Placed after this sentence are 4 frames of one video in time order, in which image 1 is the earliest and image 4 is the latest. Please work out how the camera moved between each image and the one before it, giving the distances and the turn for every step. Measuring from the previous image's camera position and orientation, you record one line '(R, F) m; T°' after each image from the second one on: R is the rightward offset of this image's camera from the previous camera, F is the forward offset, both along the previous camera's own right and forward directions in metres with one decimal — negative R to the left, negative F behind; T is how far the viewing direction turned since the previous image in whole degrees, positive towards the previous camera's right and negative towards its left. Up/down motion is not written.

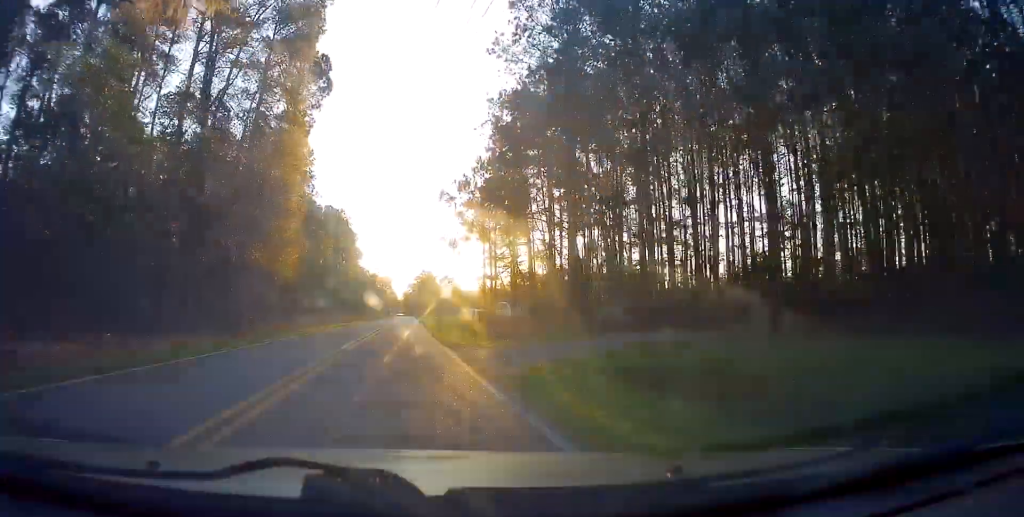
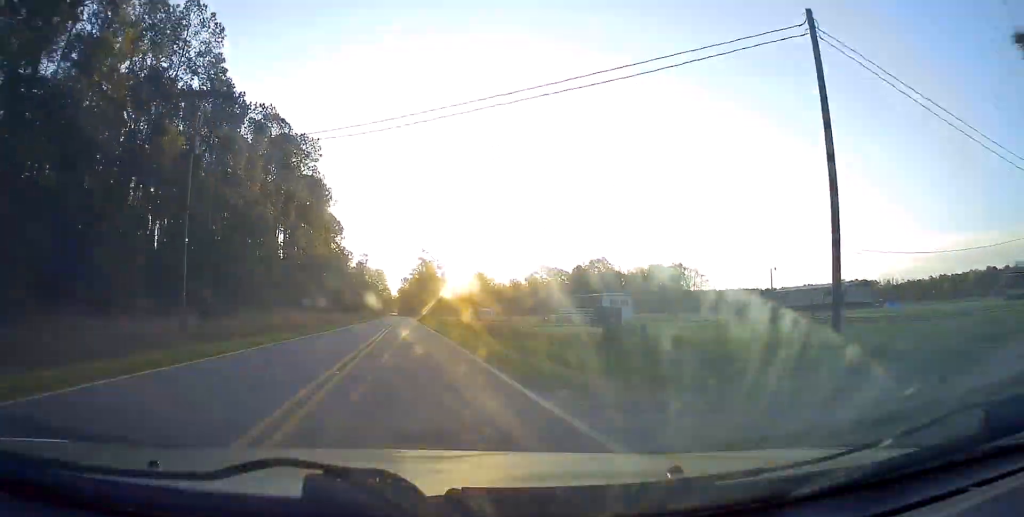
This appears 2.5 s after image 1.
(+1.0, +56.5) m; +4°
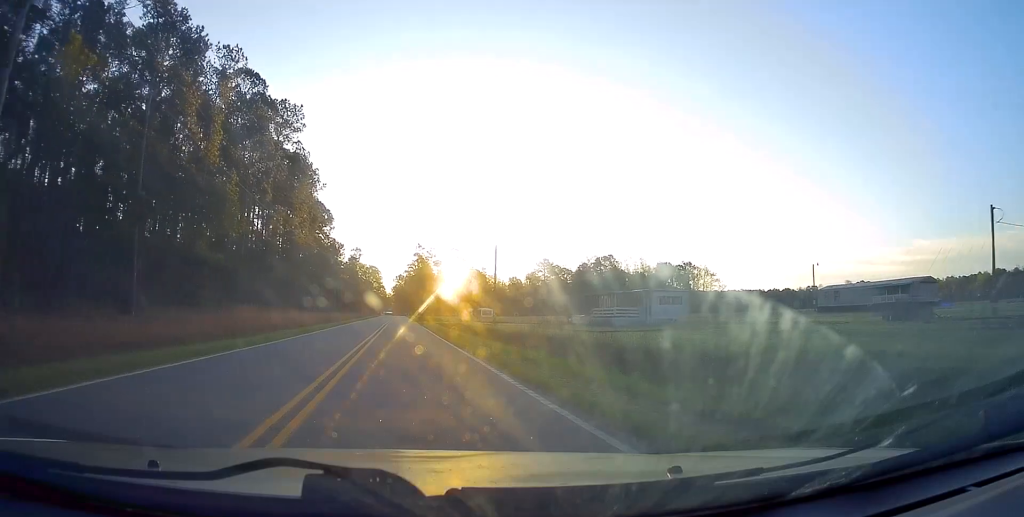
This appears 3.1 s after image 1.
(+0.5, +12.9) m; +2°
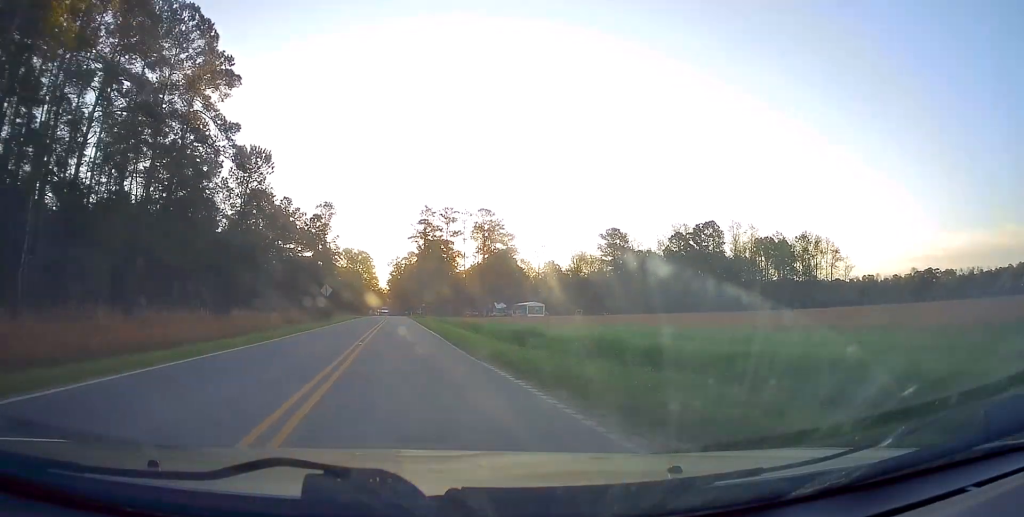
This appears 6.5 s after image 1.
(+3.0, +78.7) m; +2°
